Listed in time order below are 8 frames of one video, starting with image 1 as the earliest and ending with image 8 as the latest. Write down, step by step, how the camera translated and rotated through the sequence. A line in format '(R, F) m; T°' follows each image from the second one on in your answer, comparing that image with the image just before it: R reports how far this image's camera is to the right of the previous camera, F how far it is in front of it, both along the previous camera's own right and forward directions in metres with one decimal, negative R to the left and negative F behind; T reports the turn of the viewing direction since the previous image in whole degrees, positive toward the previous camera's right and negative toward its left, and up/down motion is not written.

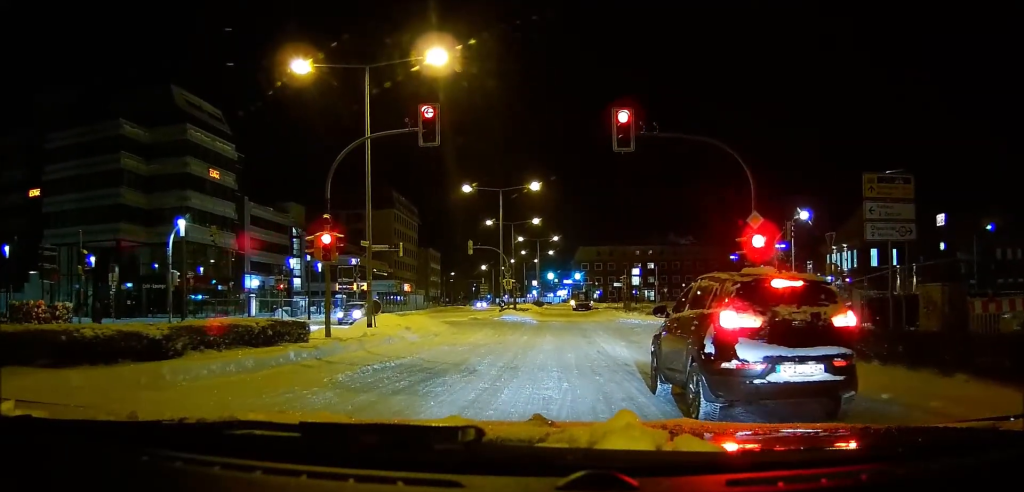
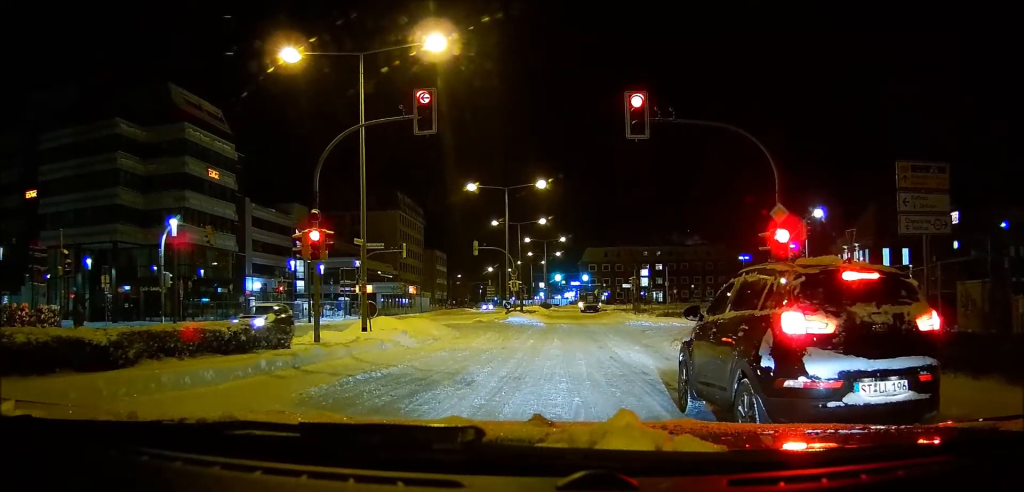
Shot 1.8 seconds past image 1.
(-0.1, +1.1) m; 0°
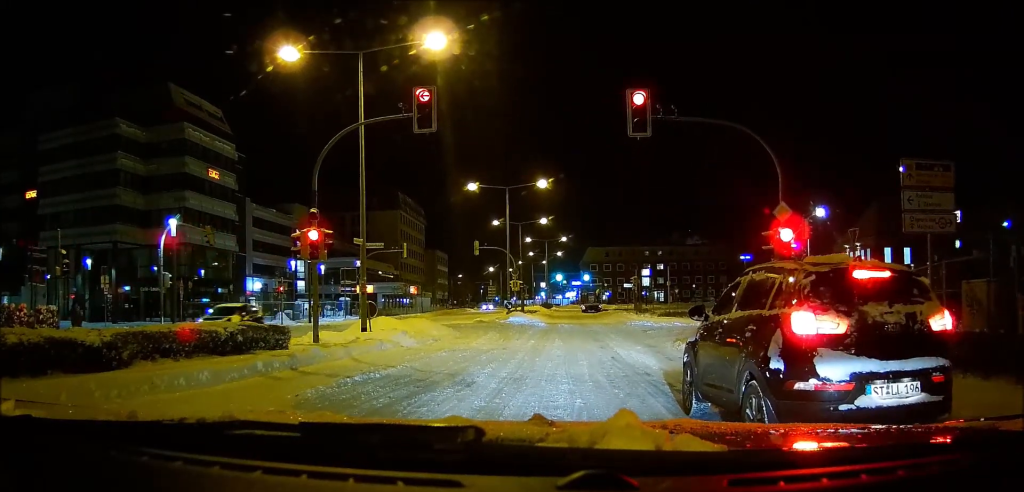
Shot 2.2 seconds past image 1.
(0.0, +0.1) m; 0°
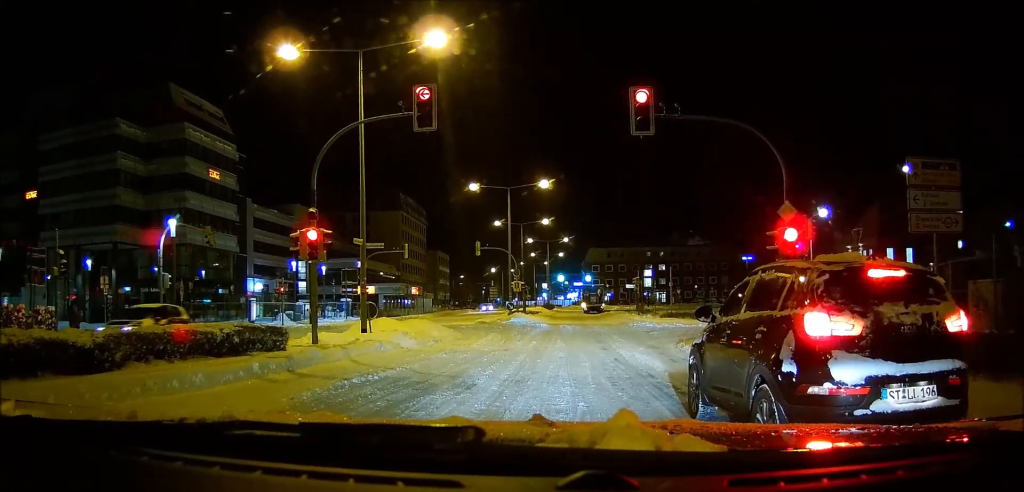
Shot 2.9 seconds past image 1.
(0.0, +0.2) m; 0°
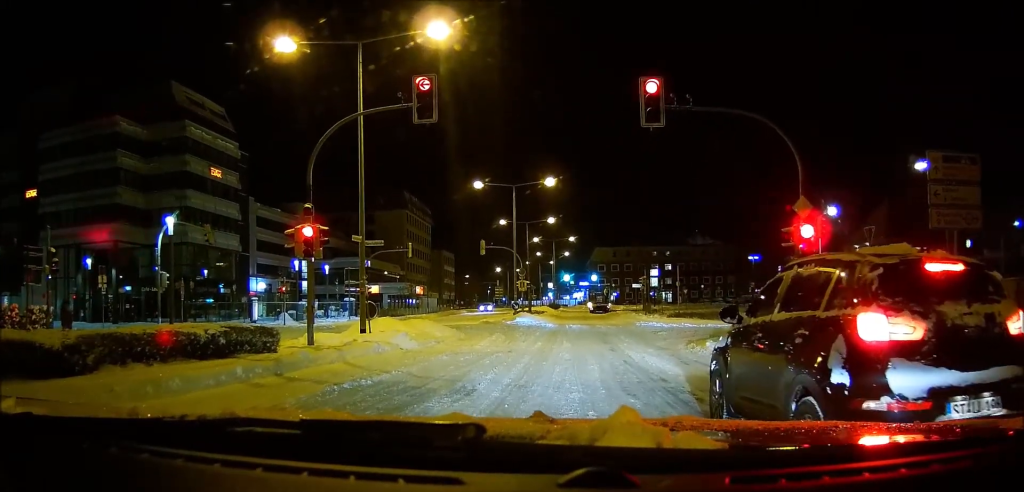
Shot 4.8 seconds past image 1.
(0.0, +0.7) m; 0°
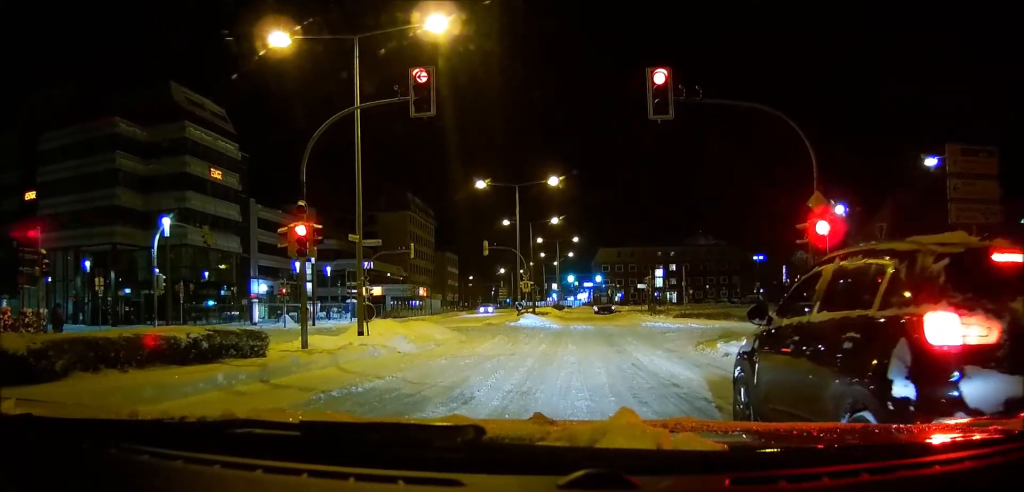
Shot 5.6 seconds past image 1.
(-0.1, +0.6) m; 0°
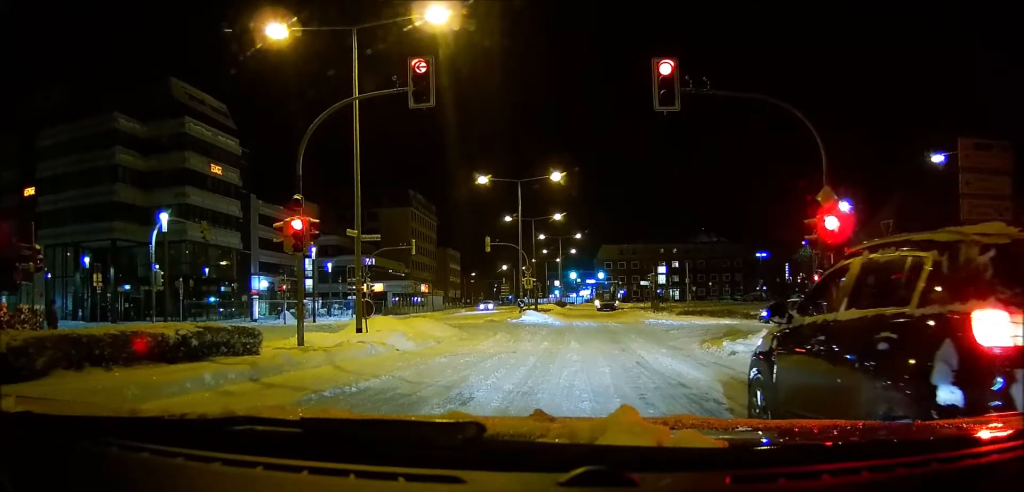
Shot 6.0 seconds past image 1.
(-0.1, +0.3) m; 0°
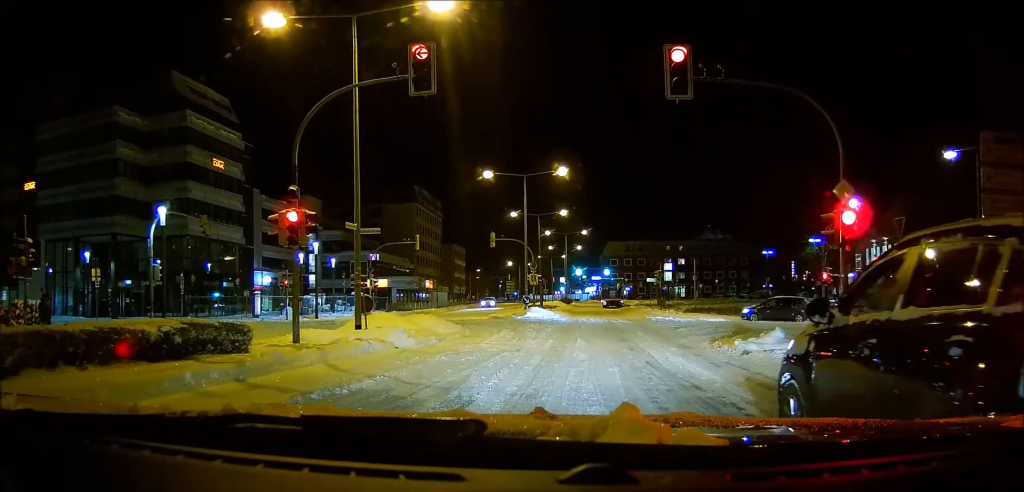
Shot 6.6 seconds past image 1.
(-0.1, +0.6) m; 0°
